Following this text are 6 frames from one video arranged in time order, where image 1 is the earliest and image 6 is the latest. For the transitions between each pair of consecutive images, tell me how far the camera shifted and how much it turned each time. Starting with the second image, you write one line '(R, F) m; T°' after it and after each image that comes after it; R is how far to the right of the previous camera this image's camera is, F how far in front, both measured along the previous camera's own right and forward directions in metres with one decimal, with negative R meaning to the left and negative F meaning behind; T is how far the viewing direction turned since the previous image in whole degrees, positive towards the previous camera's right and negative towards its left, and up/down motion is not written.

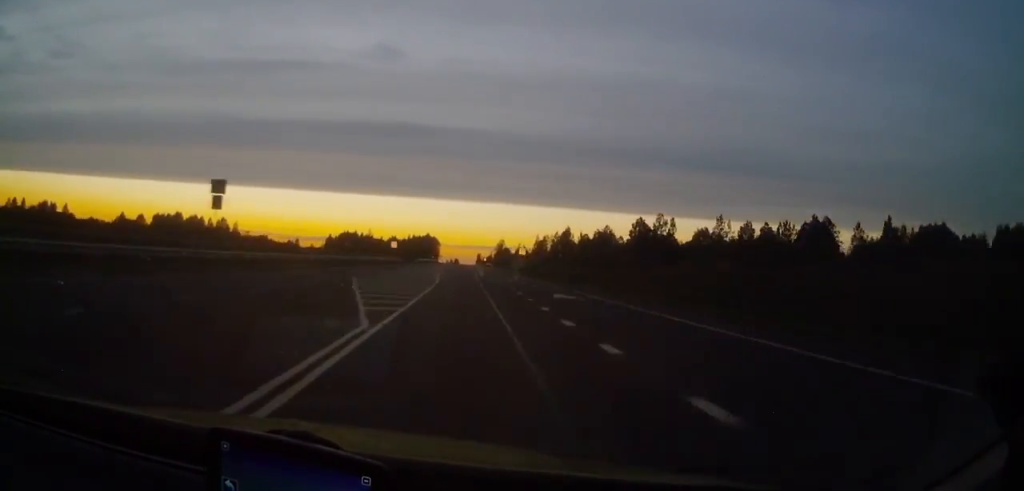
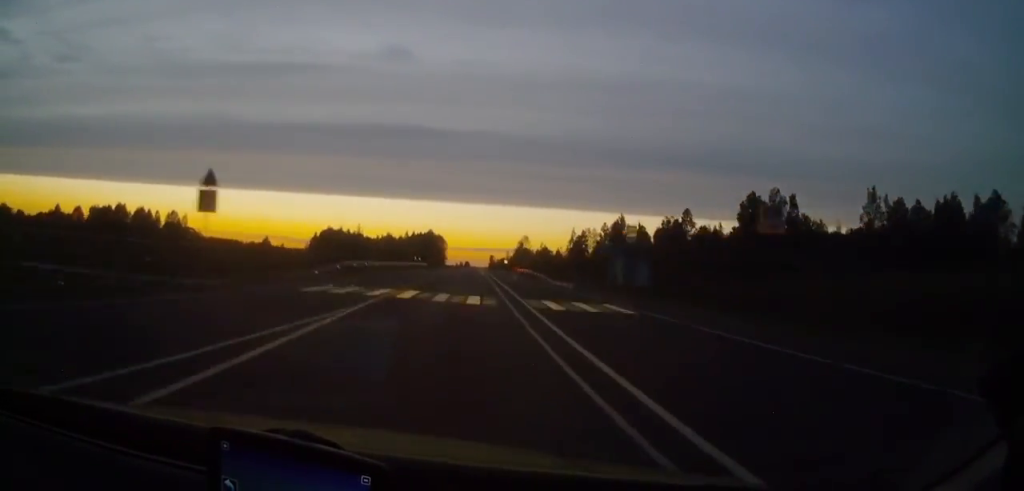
(0.0, +74.1) m; 0°
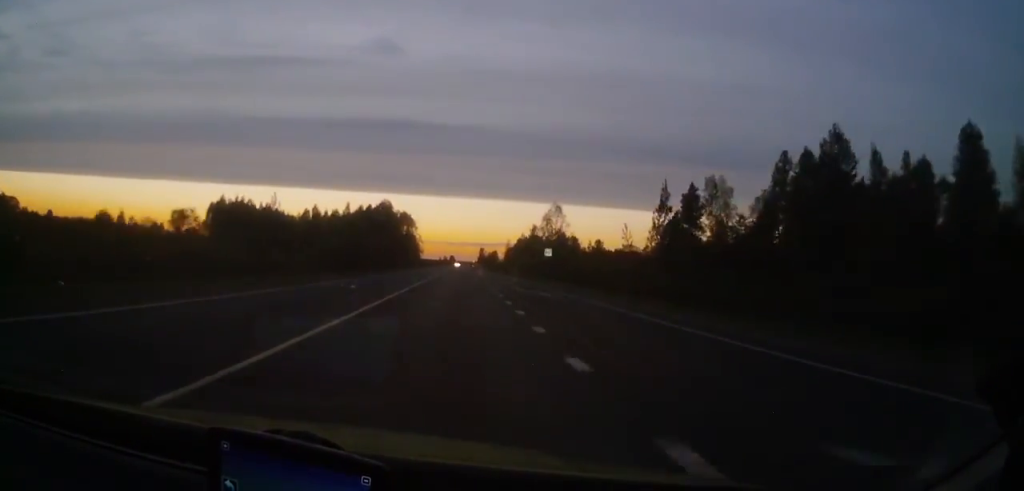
(0.0, +120.6) m; 0°
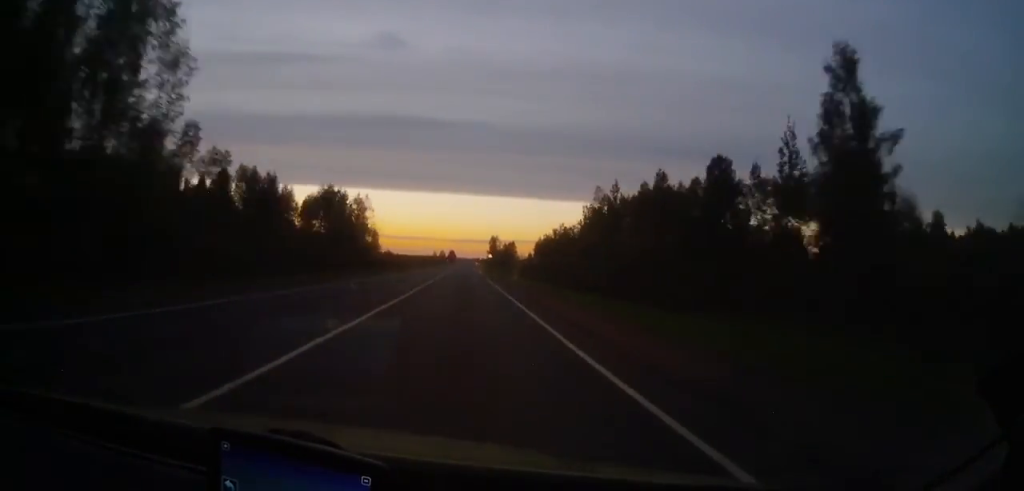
(-0.3, +177.7) m; 0°
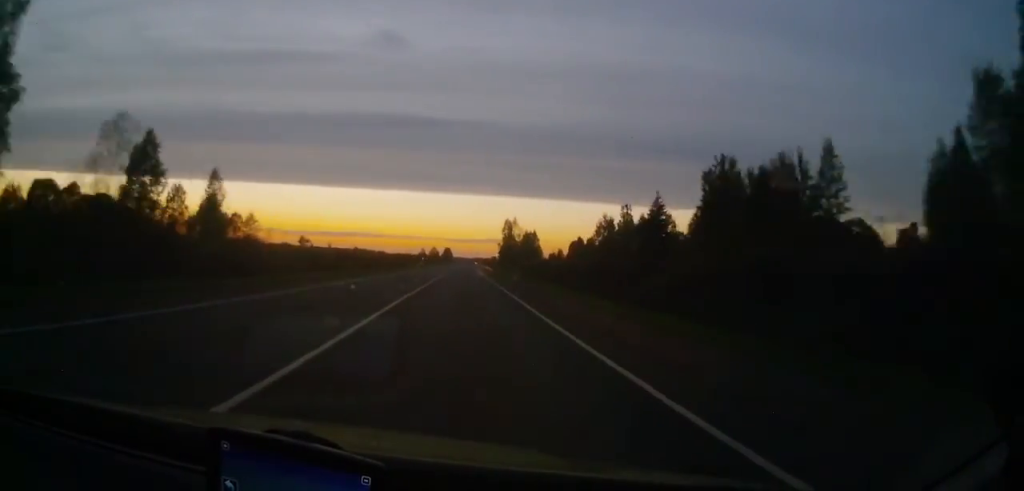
(+0.2, +127.2) m; 0°
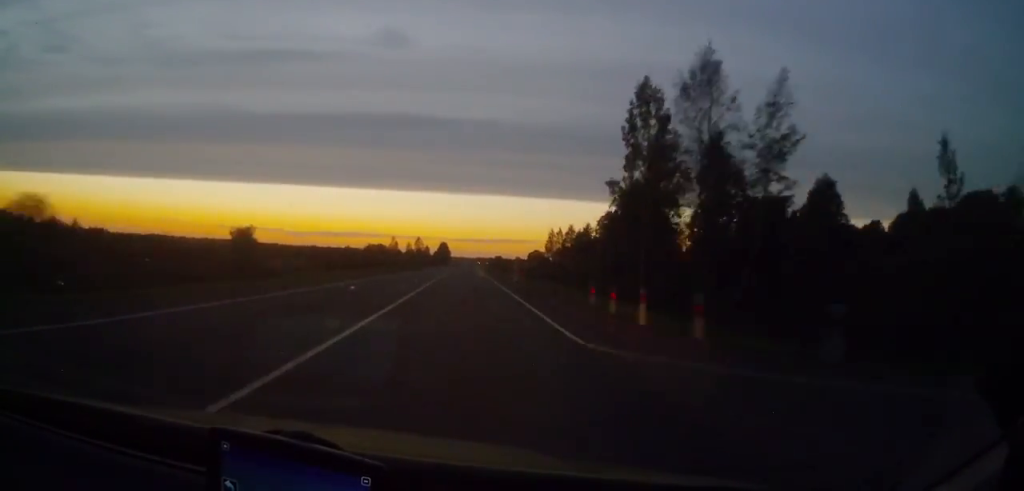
(+0.6, +163.9) m; 0°
